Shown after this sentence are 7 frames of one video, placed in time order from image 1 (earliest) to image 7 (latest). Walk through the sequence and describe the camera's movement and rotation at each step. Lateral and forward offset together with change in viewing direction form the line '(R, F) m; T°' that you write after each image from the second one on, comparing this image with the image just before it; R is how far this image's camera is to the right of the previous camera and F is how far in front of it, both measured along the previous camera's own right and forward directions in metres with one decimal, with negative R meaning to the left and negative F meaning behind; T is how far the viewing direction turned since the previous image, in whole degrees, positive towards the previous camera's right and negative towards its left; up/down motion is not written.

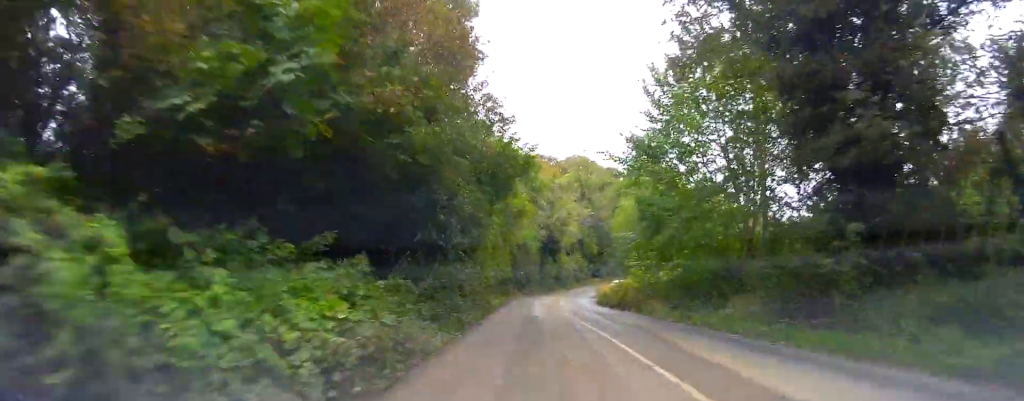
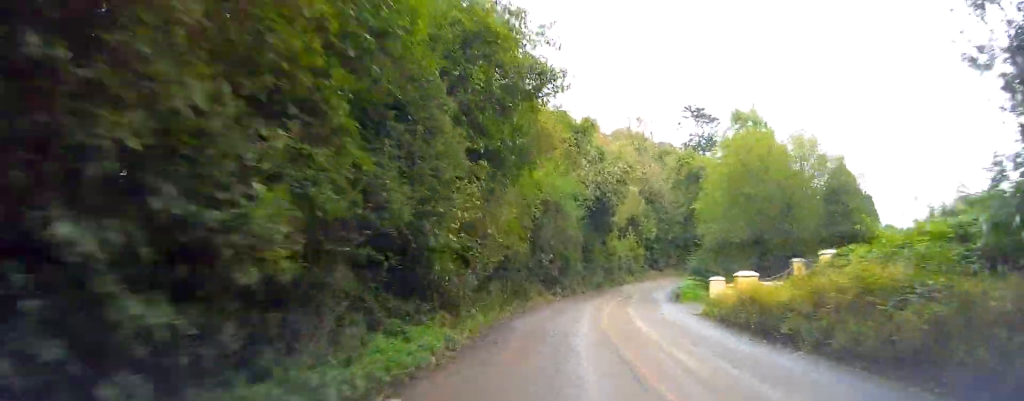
(-6.2, +20.9) m; -22°
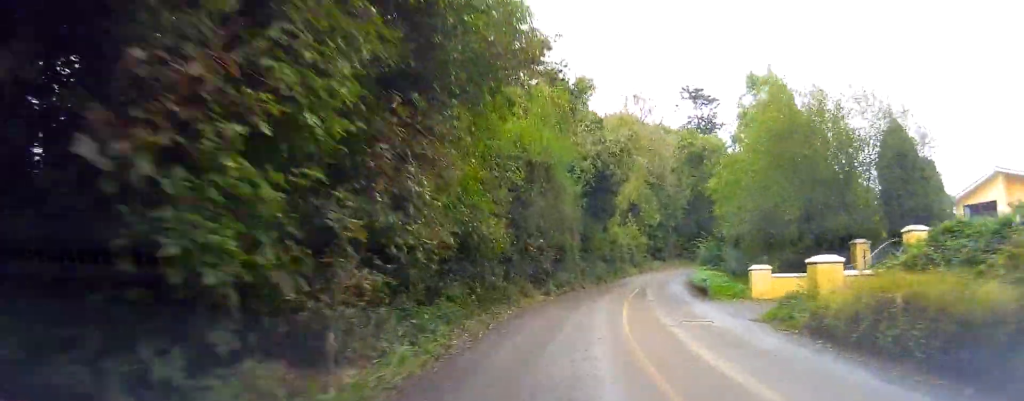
(-0.1, +6.9) m; -1°
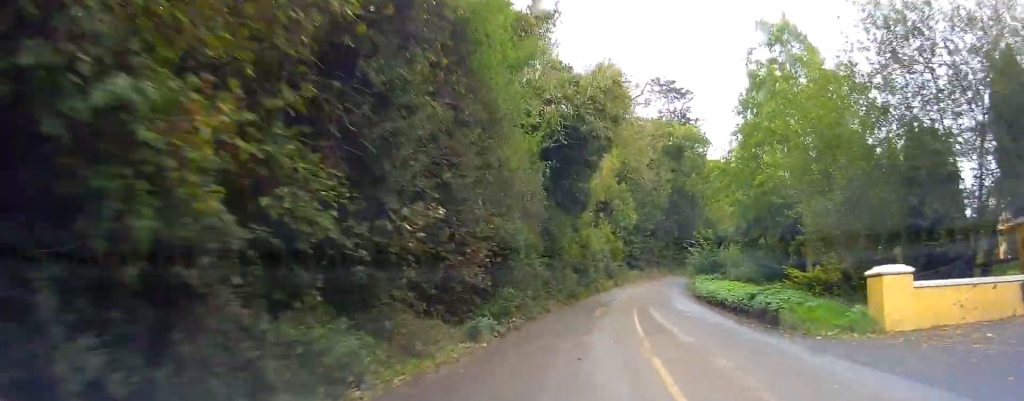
(0.0, +11.1) m; +1°
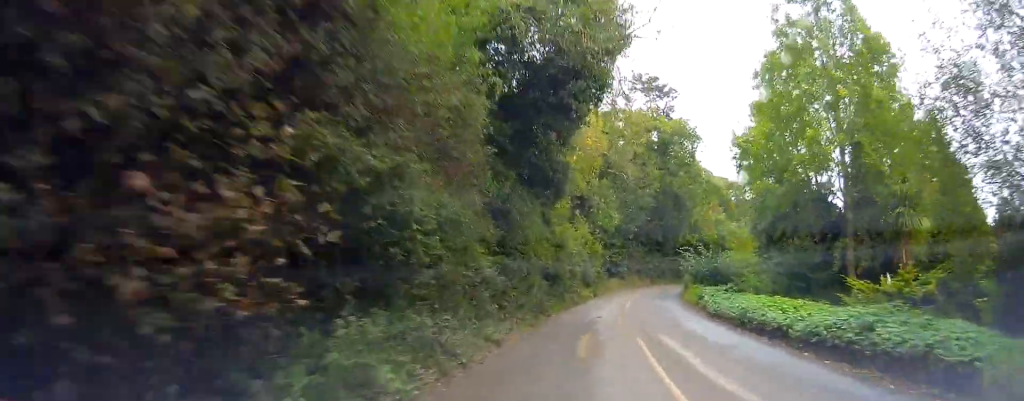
(-0.1, +7.4) m; +2°
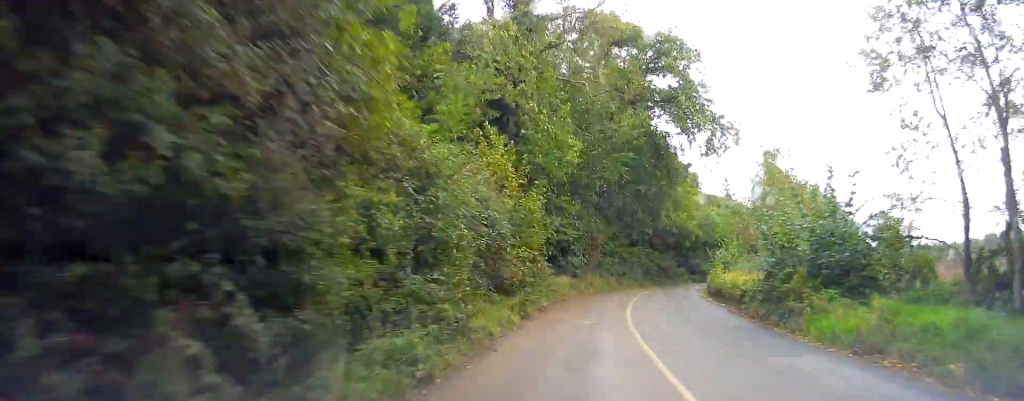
(+1.4, +22.3) m; +5°
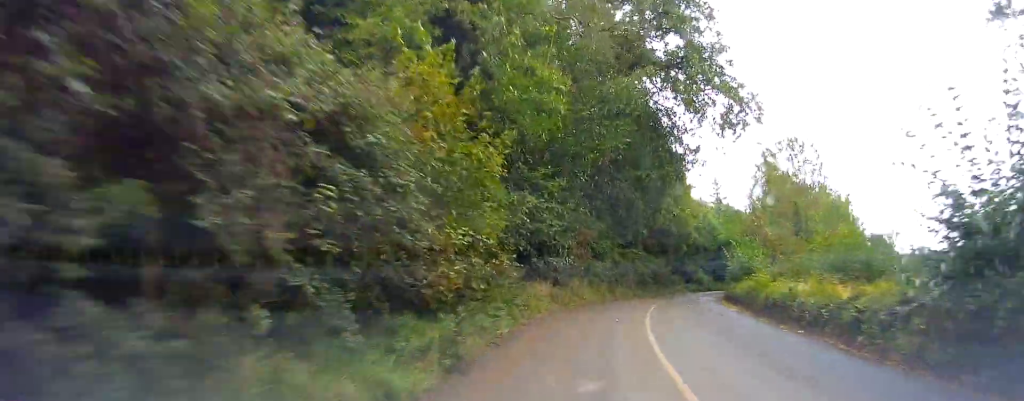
(0.0, +7.3) m; 0°
